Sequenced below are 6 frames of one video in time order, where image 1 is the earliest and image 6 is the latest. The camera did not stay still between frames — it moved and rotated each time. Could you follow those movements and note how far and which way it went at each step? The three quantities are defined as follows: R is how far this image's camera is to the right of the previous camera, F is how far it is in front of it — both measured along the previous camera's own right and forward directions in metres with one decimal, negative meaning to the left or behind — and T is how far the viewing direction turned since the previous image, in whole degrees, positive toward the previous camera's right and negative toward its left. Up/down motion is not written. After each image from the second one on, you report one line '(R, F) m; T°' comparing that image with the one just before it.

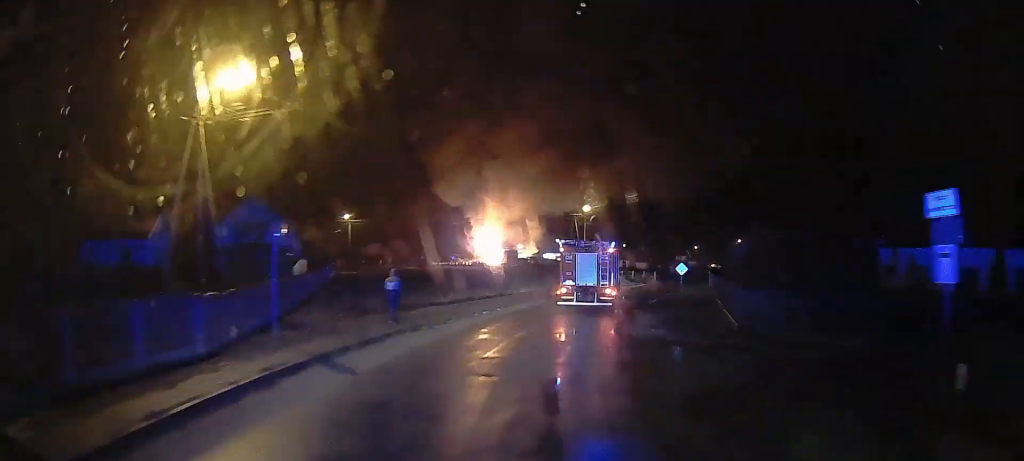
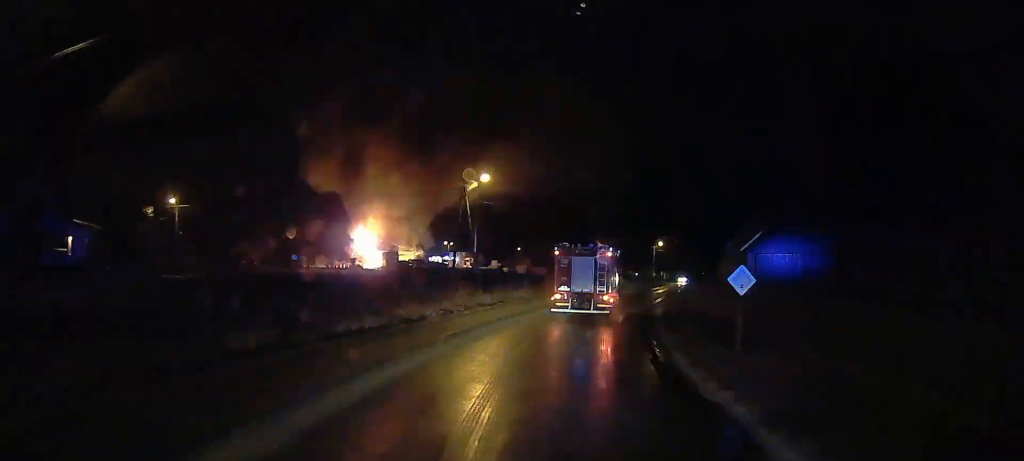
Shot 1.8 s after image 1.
(+2.6, +23.6) m; +17°
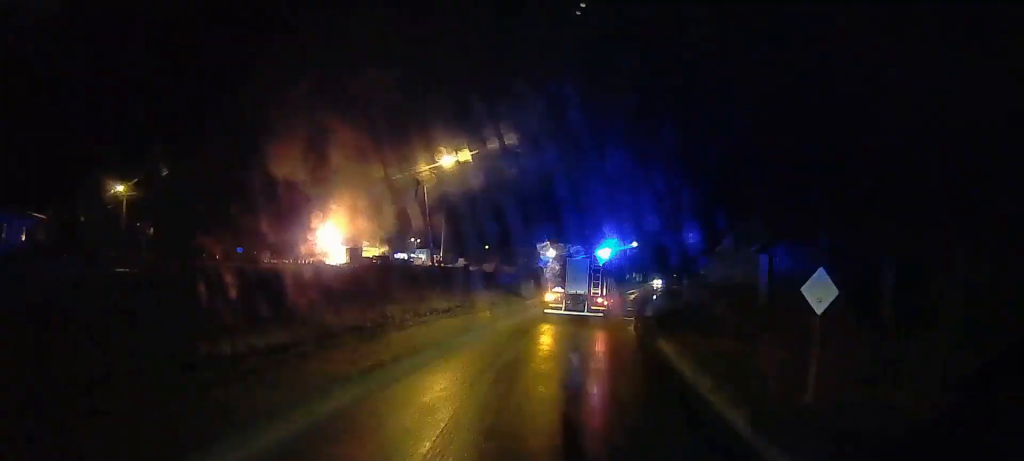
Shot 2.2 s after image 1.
(+0.5, +5.4) m; +3°
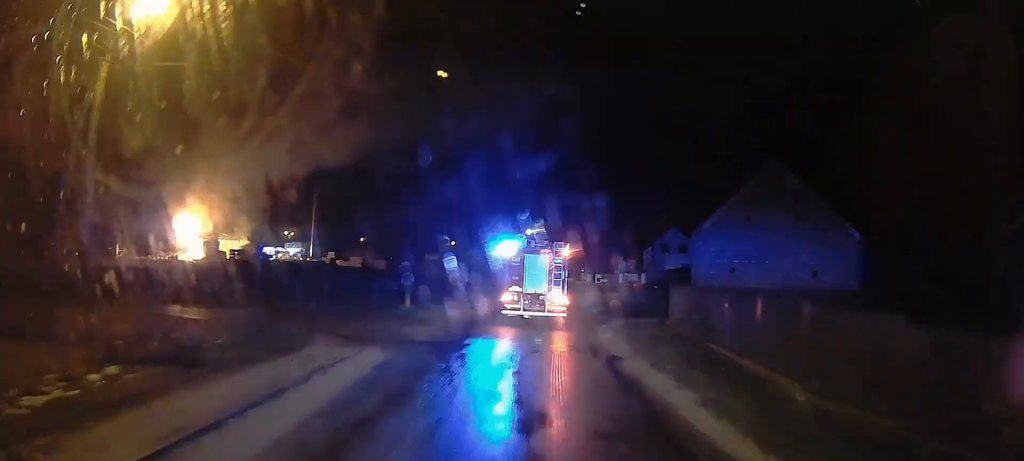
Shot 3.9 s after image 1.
(+0.9, +21.2) m; +5°
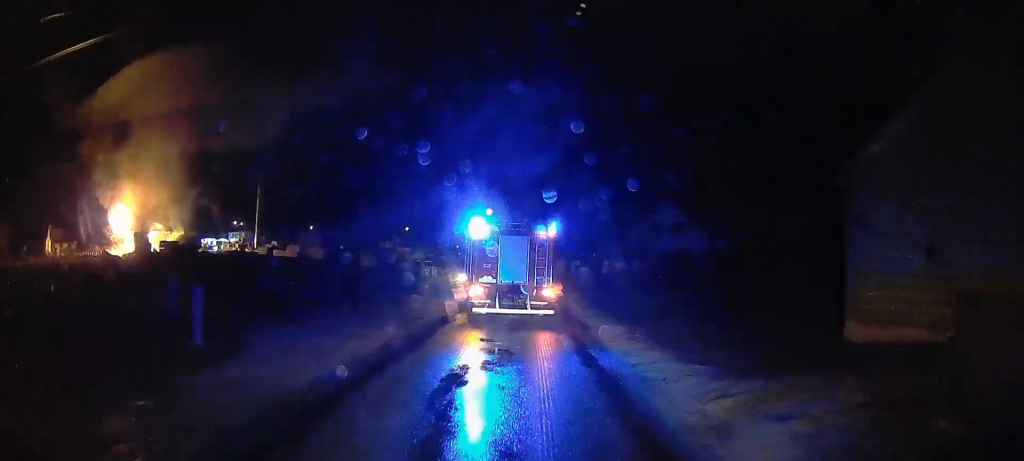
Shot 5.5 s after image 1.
(+1.9, +17.6) m; +6°
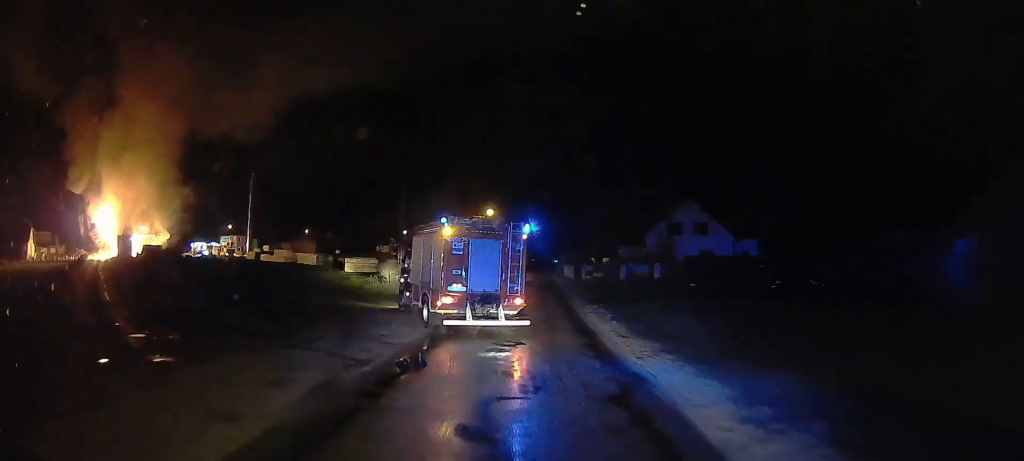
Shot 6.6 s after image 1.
(-1.2, +9.3) m; -5°
